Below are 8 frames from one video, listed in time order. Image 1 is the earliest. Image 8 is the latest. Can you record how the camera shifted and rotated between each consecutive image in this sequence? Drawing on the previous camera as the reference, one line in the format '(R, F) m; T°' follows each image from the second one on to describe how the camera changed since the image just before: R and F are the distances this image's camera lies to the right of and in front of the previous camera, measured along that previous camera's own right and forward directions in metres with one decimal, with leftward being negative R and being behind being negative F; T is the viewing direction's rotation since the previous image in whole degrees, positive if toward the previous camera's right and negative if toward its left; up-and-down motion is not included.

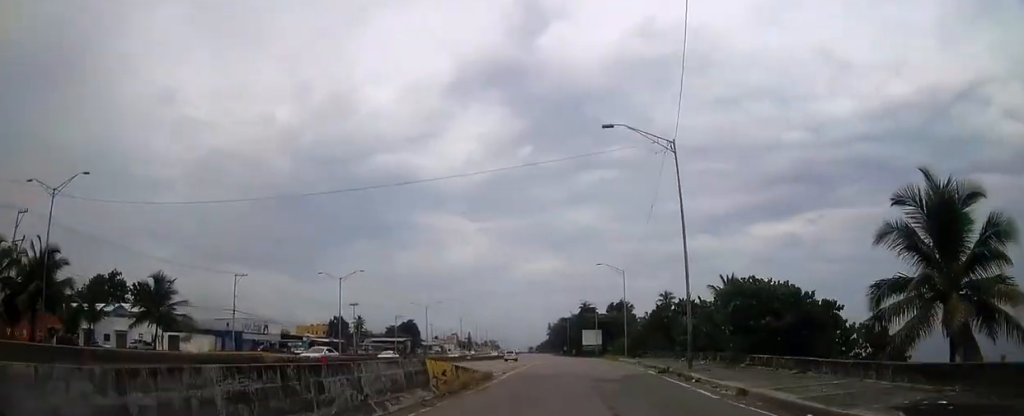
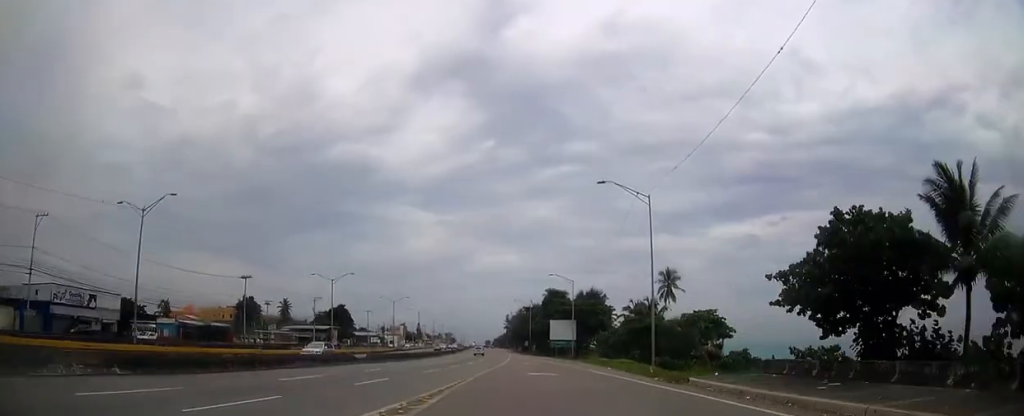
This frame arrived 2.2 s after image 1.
(+2.7, +39.9) m; +4°
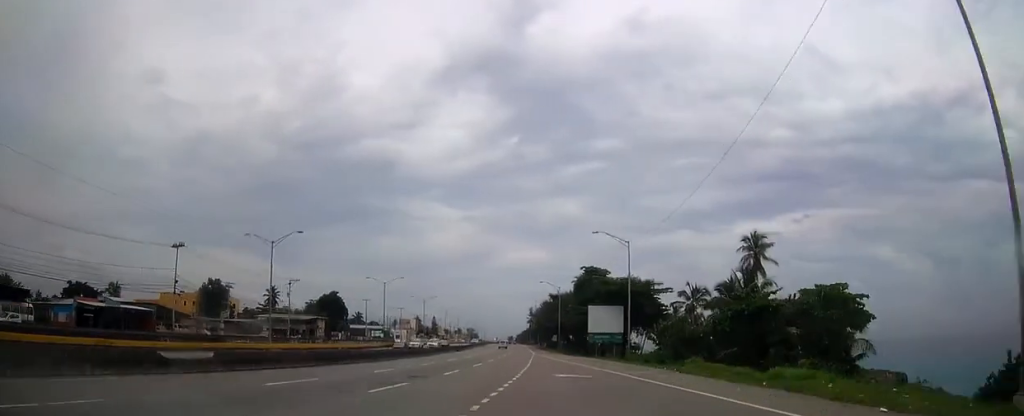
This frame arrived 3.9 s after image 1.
(+0.2, +32.0) m; 0°
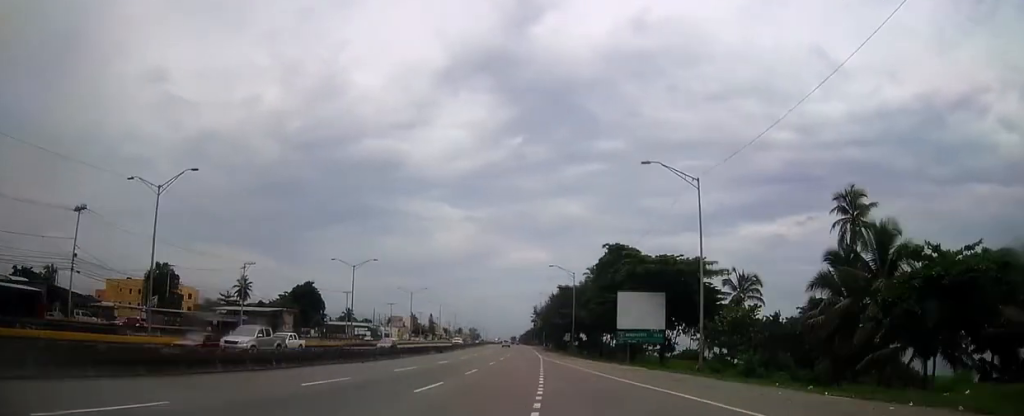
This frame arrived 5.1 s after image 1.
(+0.1, +23.0) m; 0°
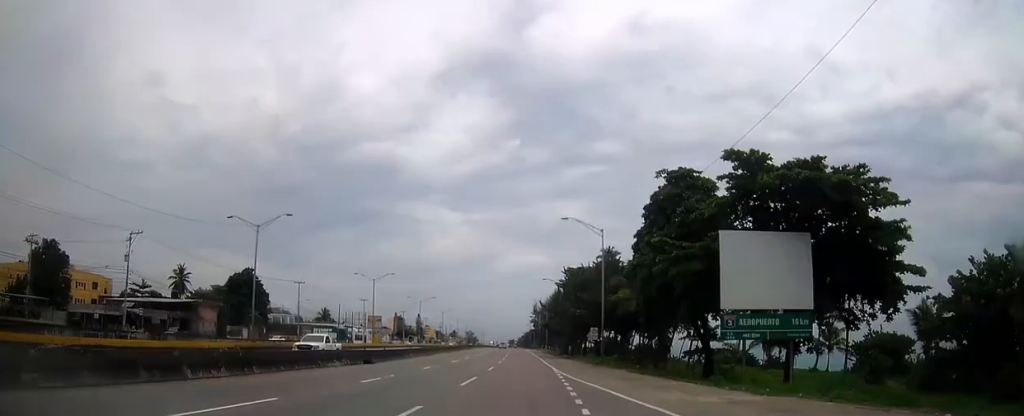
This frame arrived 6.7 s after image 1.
(-0.2, +32.7) m; 0°
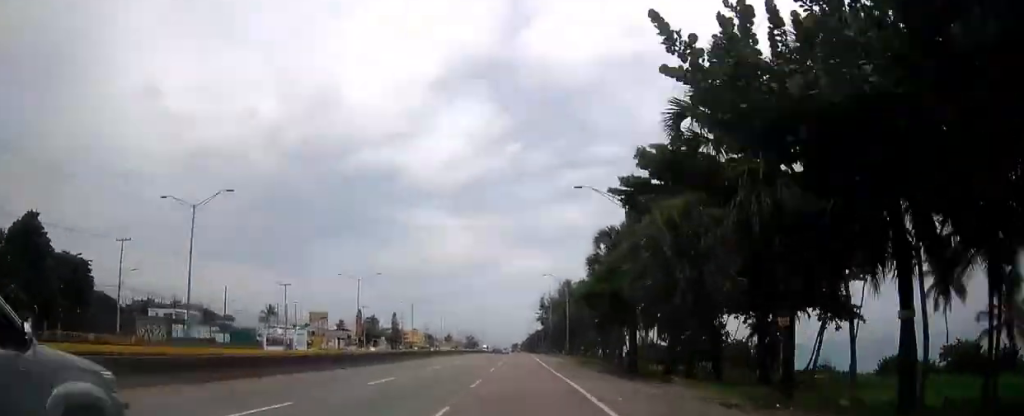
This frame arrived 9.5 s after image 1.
(-0.2, +59.7) m; 0°
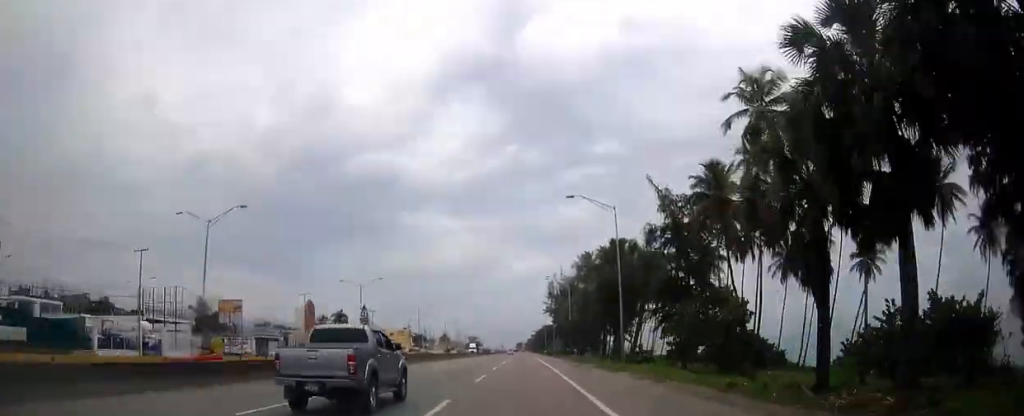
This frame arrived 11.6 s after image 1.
(-0.3, +48.2) m; 0°
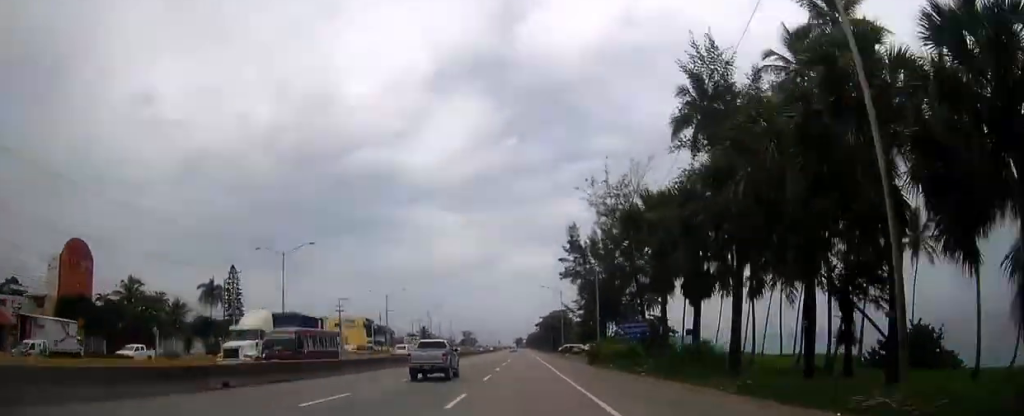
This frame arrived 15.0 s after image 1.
(0.0, +81.7) m; 0°
